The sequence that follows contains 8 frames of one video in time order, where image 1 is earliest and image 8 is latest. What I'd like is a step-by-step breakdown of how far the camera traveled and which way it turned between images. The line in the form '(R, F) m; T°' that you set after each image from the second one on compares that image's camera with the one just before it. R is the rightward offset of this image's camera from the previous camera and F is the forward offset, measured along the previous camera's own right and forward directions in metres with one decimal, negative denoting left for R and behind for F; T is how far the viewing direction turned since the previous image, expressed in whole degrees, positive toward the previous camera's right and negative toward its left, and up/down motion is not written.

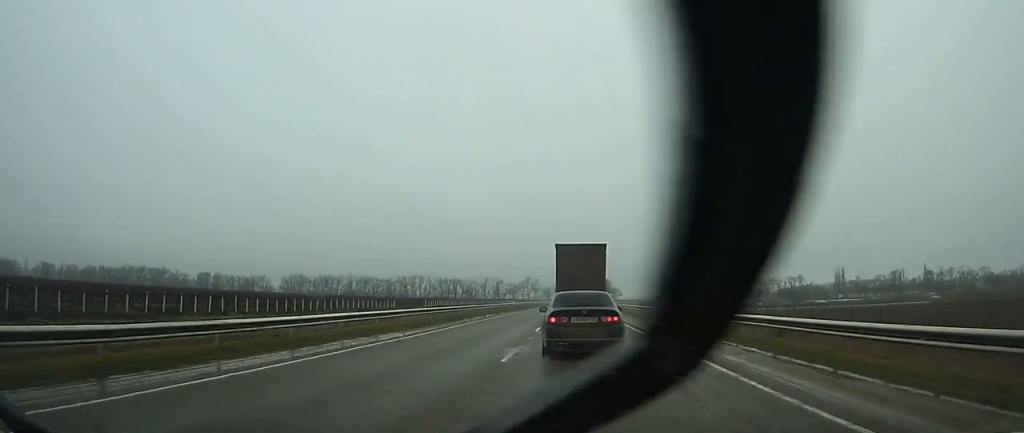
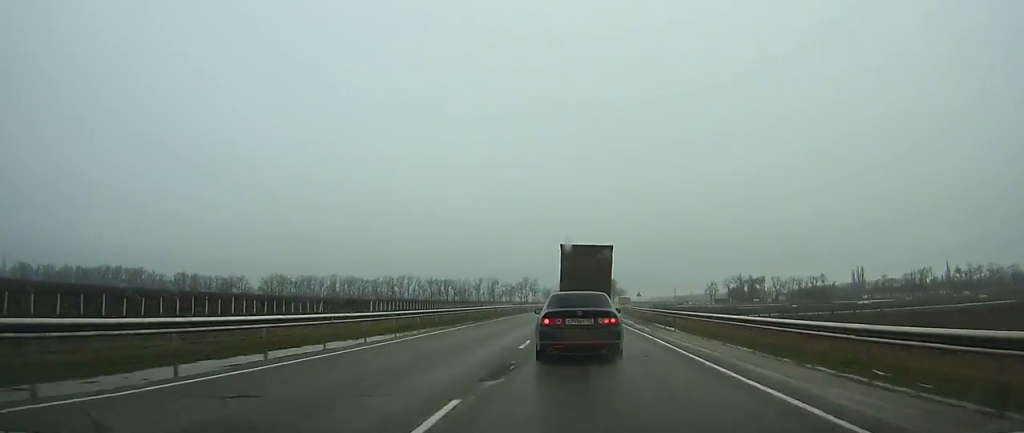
(+0.2, +28.7) m; 0°
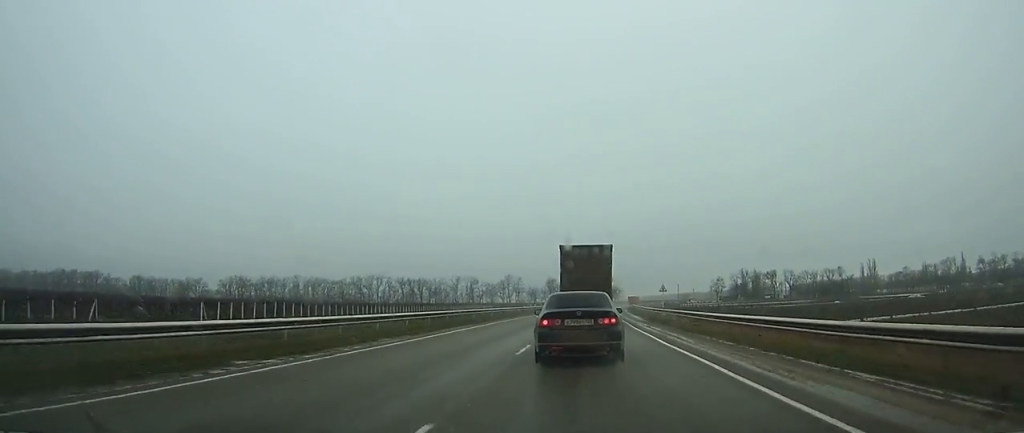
(+0.1, +34.2) m; +1°
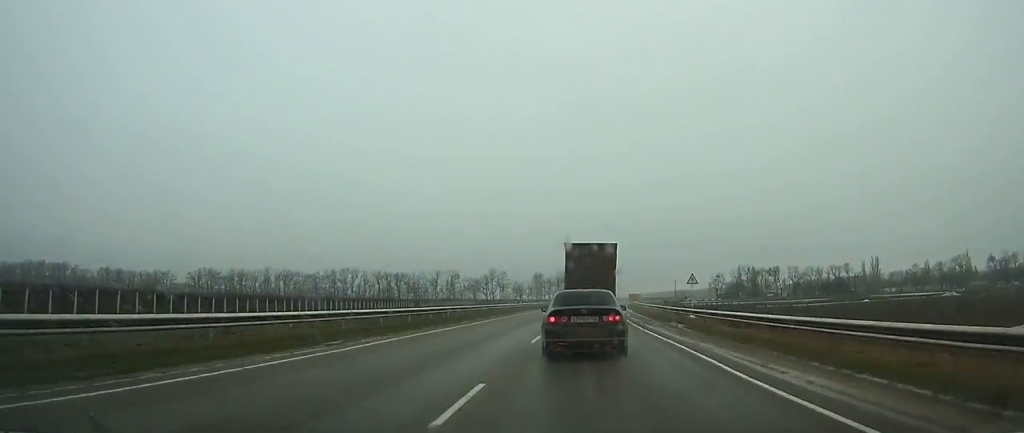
(+0.3, +19.8) m; +1°
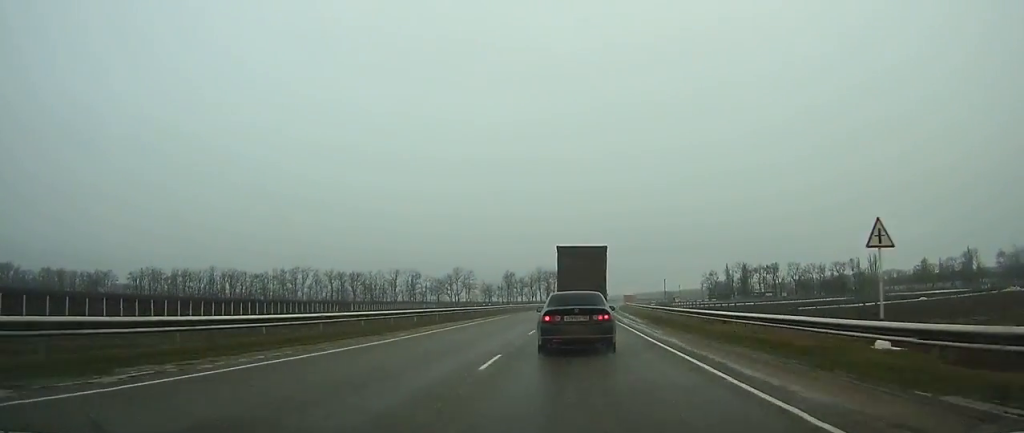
(+0.4, +28.9) m; +2°
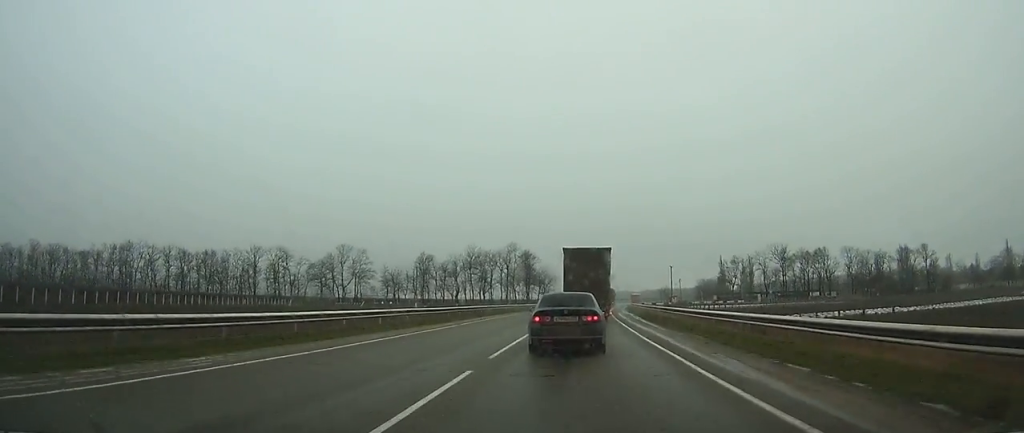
(+3.0, +80.6) m; +4°
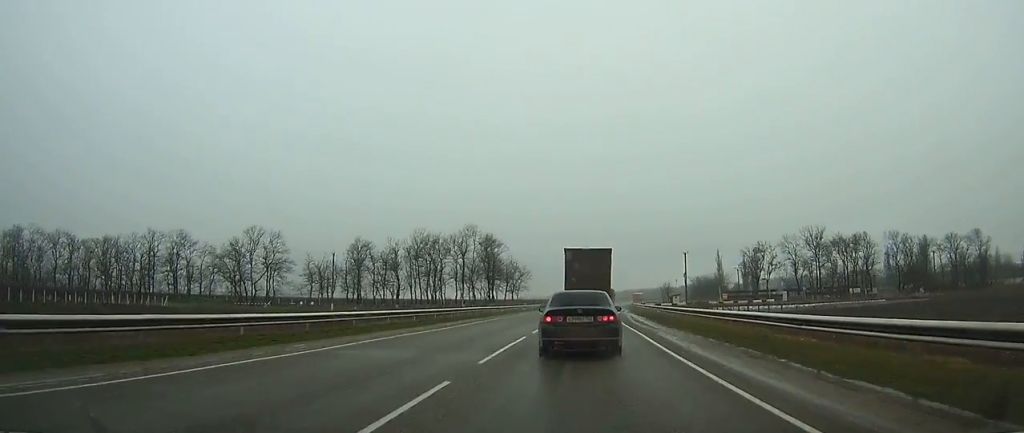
(+0.6, +34.5) m; +2°
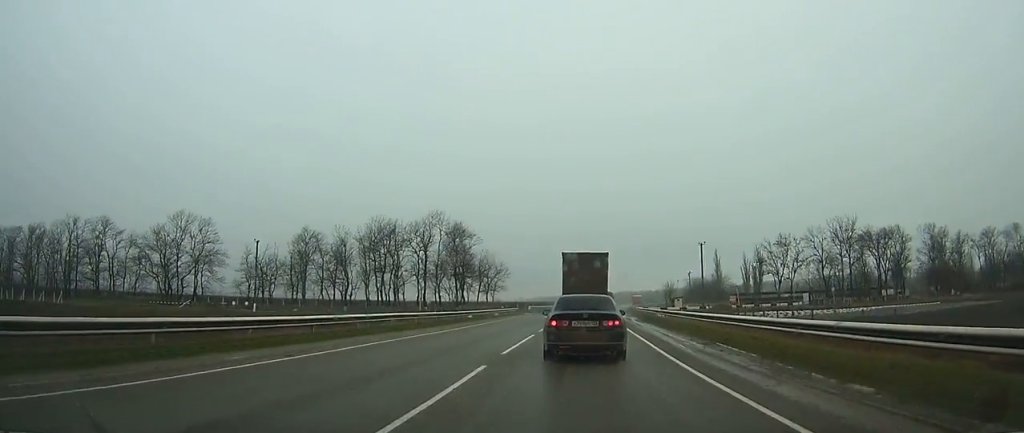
(+0.3, +19.5) m; +1°
